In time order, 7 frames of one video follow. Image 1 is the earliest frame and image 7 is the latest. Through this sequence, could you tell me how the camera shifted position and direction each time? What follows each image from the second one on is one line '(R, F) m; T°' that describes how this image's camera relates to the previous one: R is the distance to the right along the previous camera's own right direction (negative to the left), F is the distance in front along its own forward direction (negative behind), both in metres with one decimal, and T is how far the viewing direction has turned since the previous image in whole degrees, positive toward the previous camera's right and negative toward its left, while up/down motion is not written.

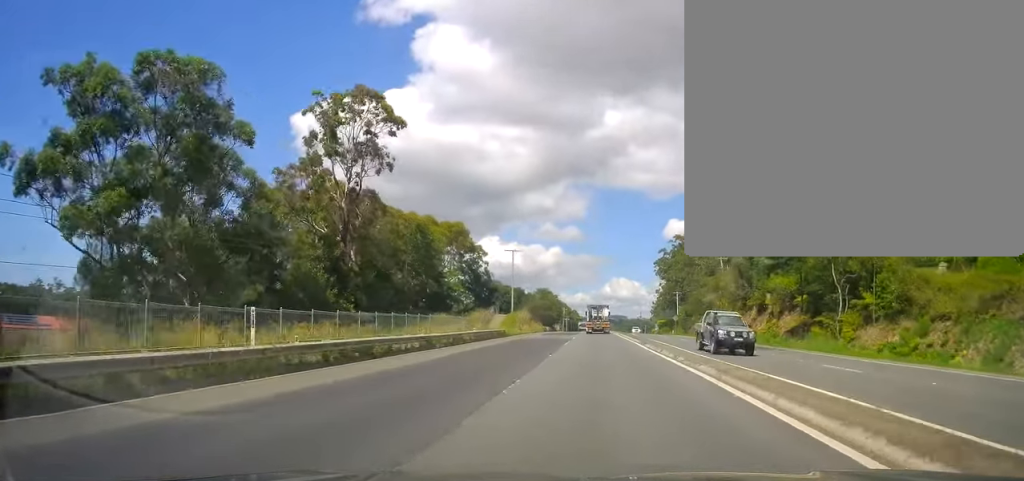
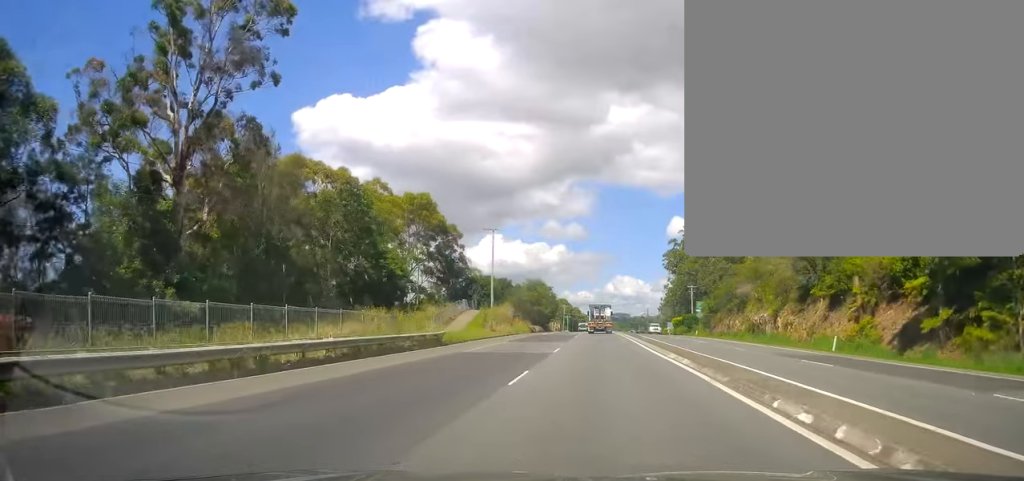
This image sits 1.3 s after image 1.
(+0.2, +21.9) m; +2°
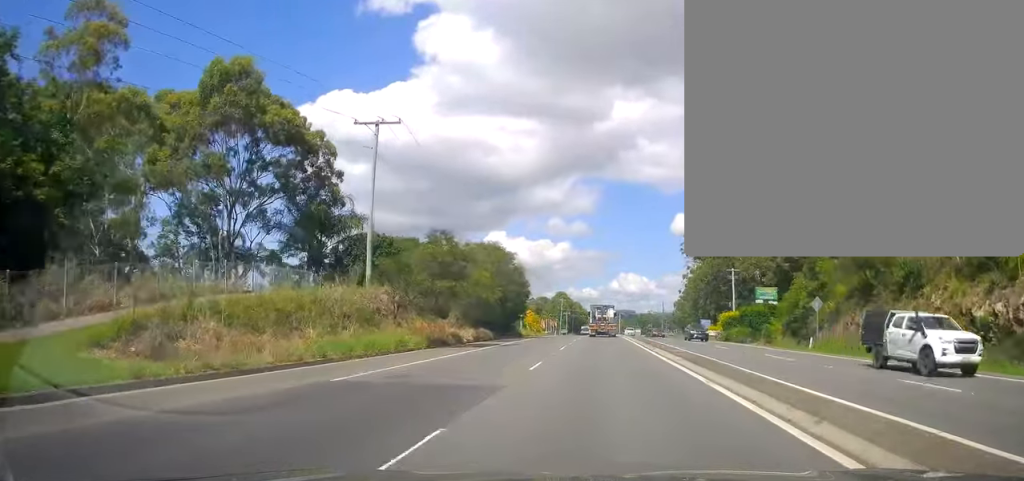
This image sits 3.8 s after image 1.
(-0.8, +43.6) m; -3°
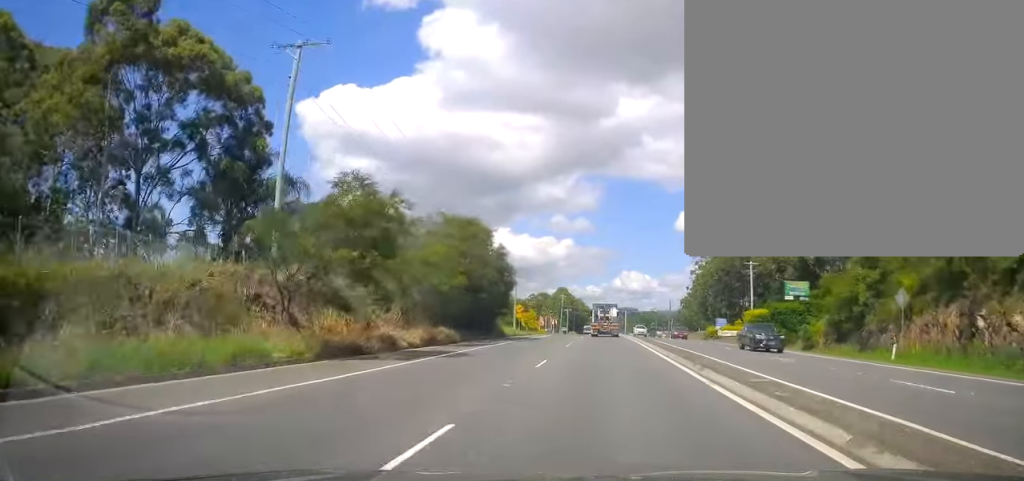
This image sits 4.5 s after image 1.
(-0.3, +11.4) m; 0°
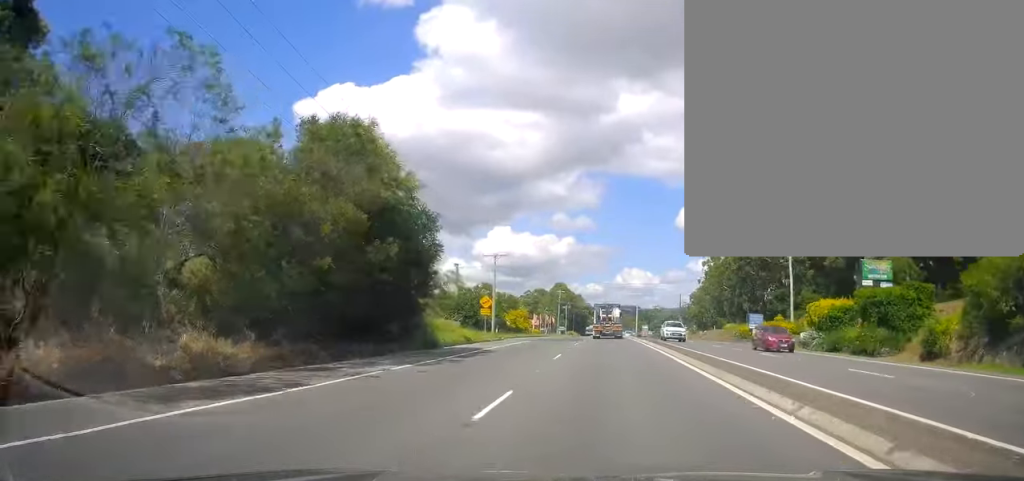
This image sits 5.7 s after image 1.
(+0.4, +20.4) m; +1°
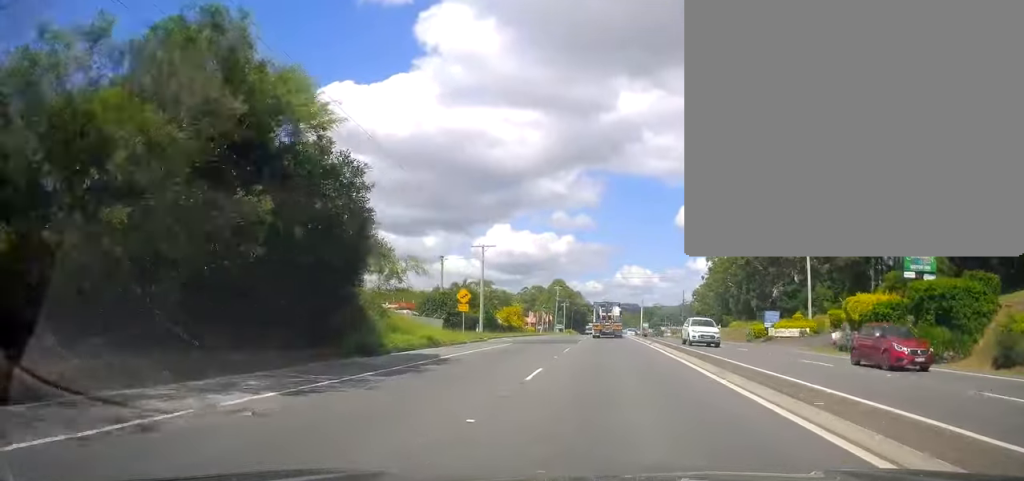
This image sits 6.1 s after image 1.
(0.0, +7.2) m; 0°
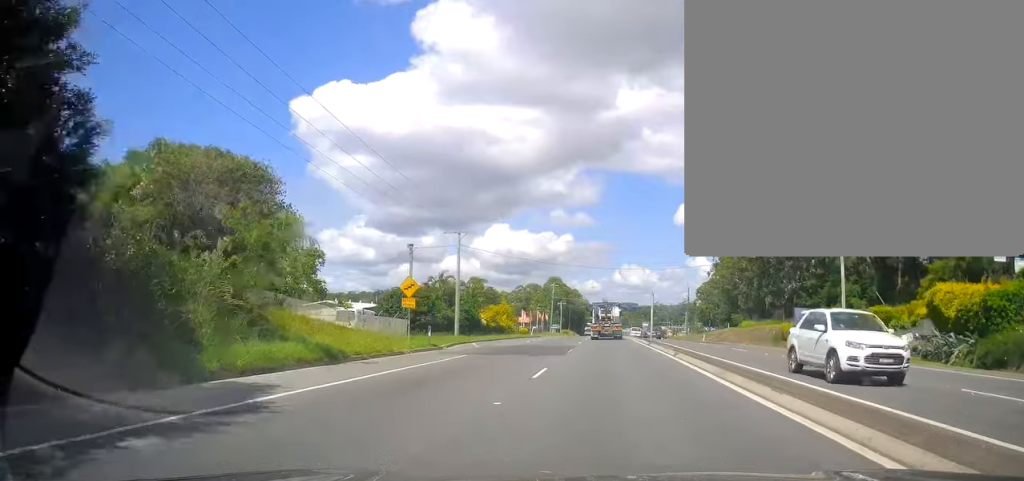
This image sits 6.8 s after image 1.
(0.0, +11.1) m; 0°
